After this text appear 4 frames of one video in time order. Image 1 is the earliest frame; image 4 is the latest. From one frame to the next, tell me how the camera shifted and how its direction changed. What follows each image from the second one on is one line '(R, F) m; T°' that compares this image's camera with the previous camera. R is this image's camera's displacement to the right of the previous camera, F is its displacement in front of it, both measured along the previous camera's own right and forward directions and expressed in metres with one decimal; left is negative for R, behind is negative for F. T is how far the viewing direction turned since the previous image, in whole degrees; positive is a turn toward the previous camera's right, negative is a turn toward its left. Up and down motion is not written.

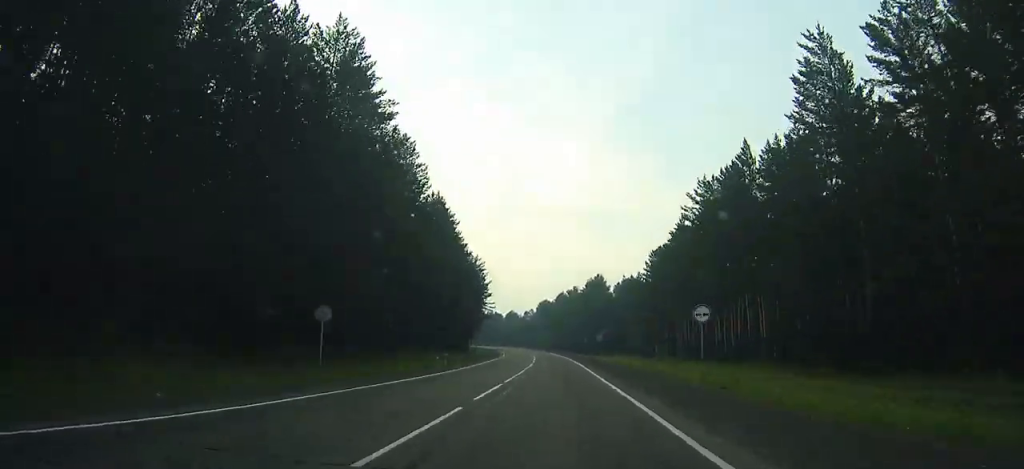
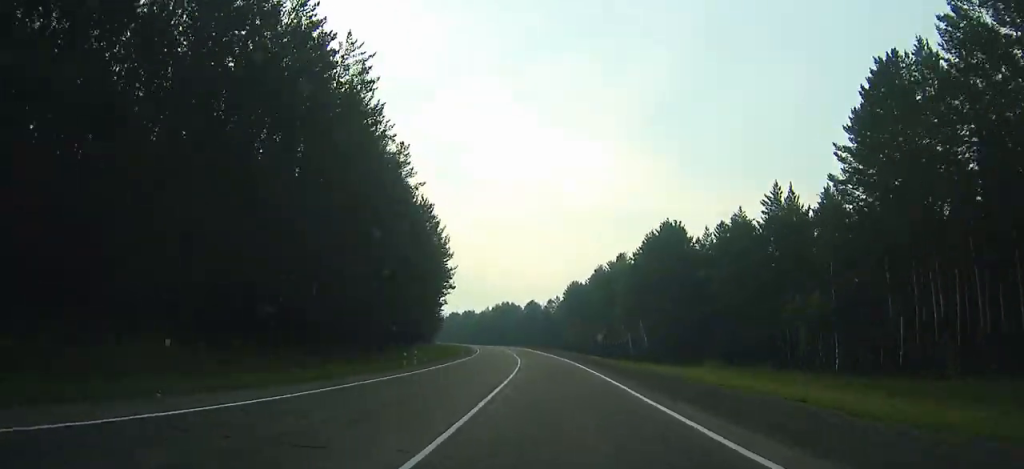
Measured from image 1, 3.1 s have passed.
(-1.8, +74.2) m; -4°
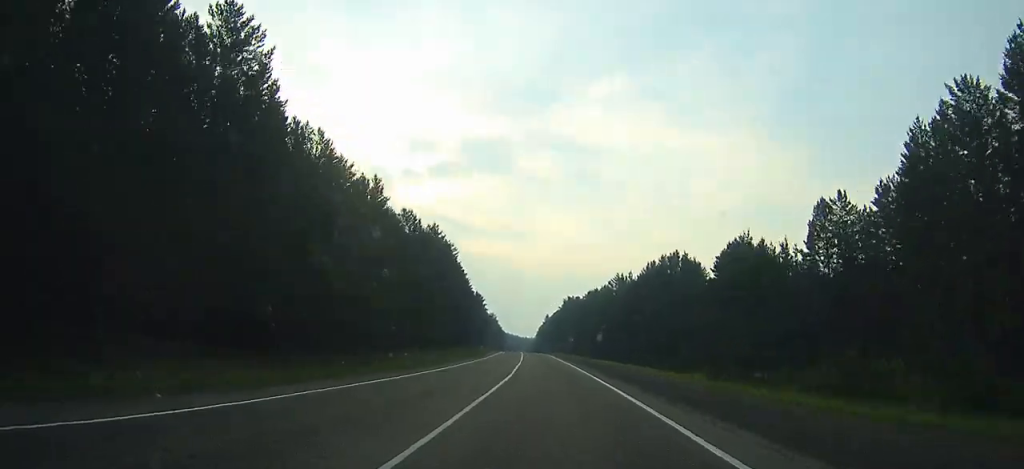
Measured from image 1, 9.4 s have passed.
(-16.9, +146.7) m; -13°
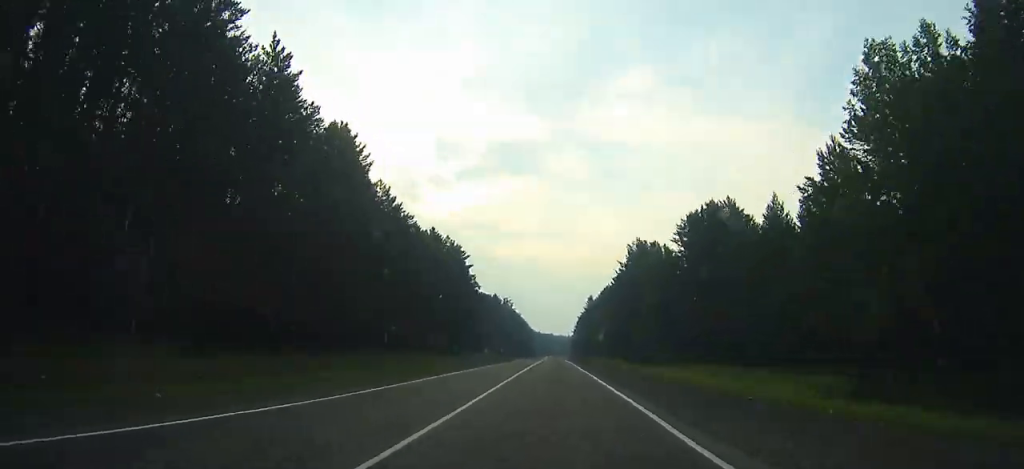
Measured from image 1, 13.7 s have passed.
(-4.9, +103.6) m; -3°
